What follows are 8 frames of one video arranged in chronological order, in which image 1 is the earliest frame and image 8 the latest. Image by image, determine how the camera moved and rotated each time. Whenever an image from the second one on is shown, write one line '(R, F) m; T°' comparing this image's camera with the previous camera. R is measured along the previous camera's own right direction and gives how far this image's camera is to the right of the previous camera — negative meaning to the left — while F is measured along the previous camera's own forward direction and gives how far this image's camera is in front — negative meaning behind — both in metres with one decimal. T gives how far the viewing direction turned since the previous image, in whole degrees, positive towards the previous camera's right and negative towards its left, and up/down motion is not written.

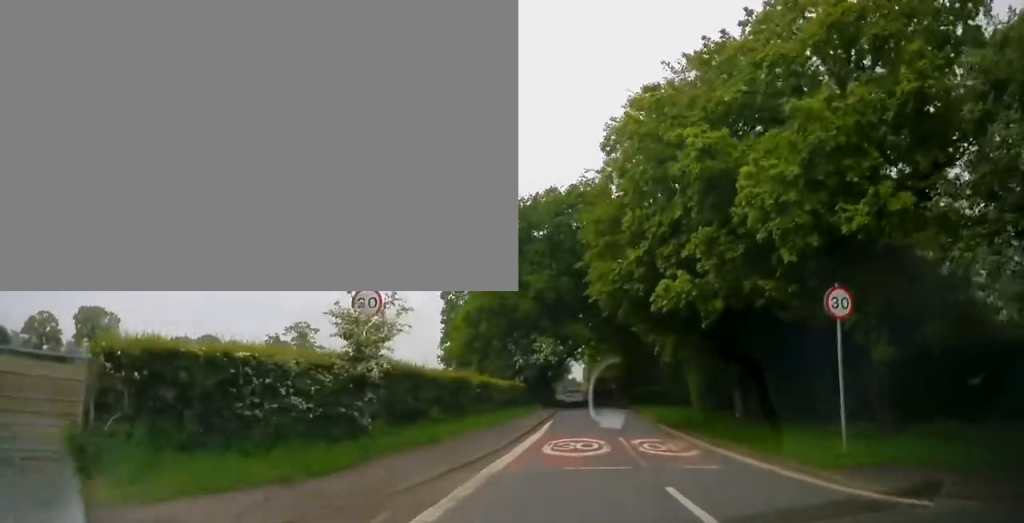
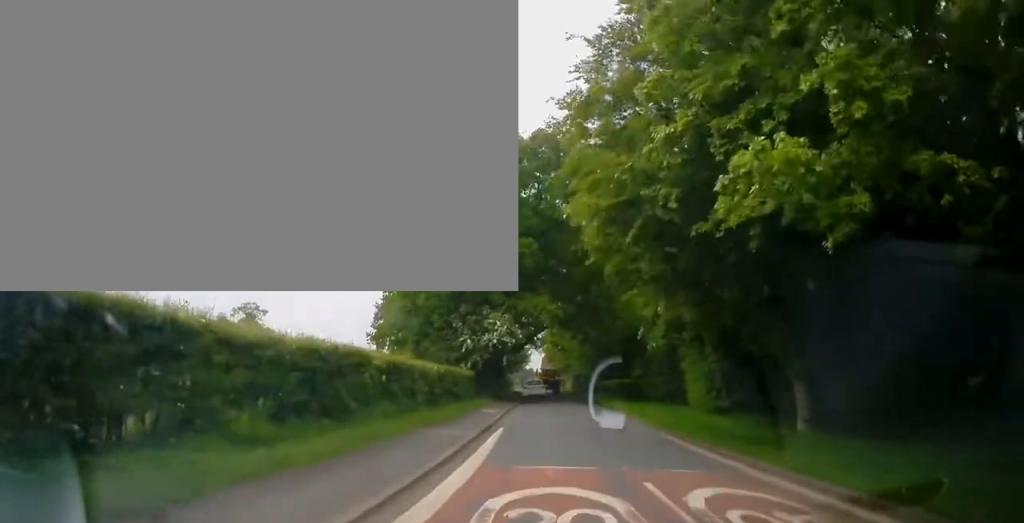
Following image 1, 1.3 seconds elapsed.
(+0.3, +8.7) m; +4°
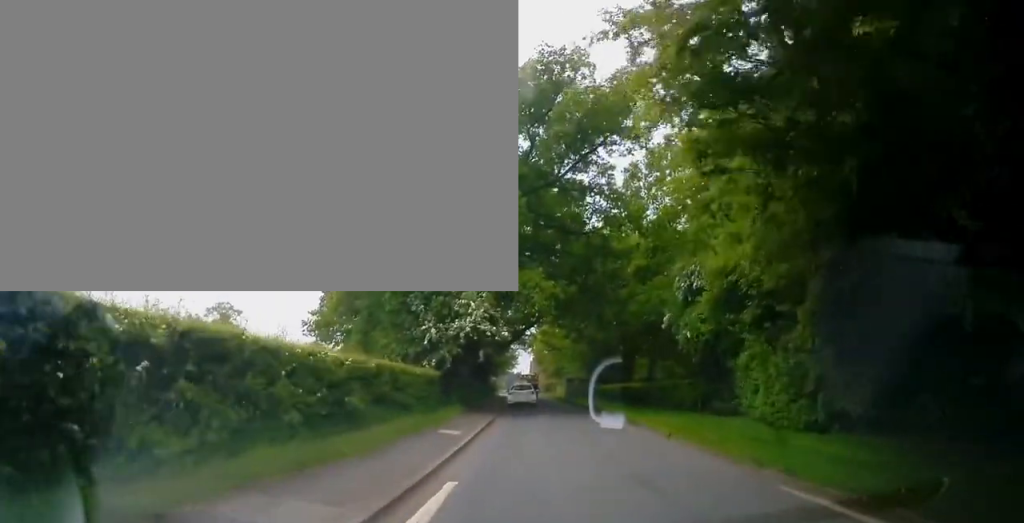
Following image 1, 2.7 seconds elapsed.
(+0.3, +9.0) m; +2°
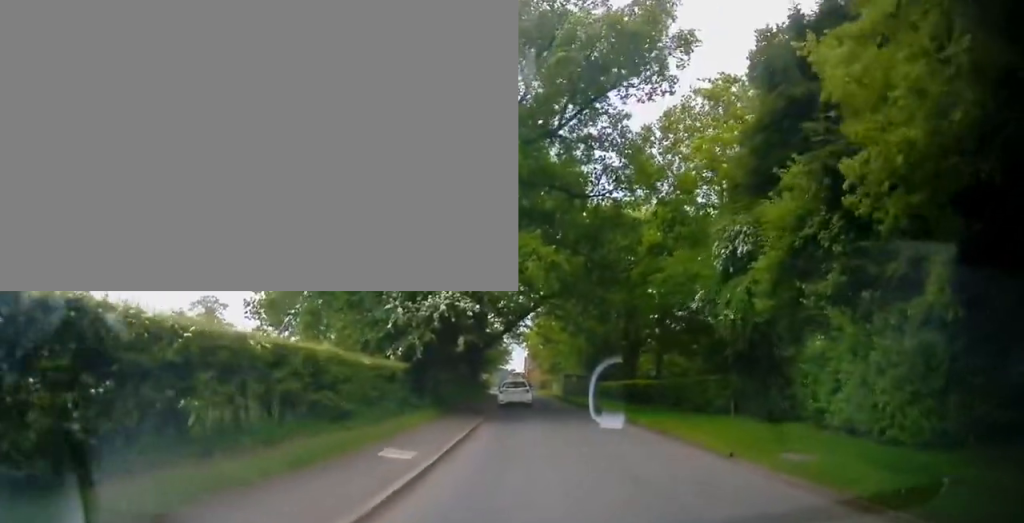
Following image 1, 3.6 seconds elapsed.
(-0.1, +5.9) m; -1°
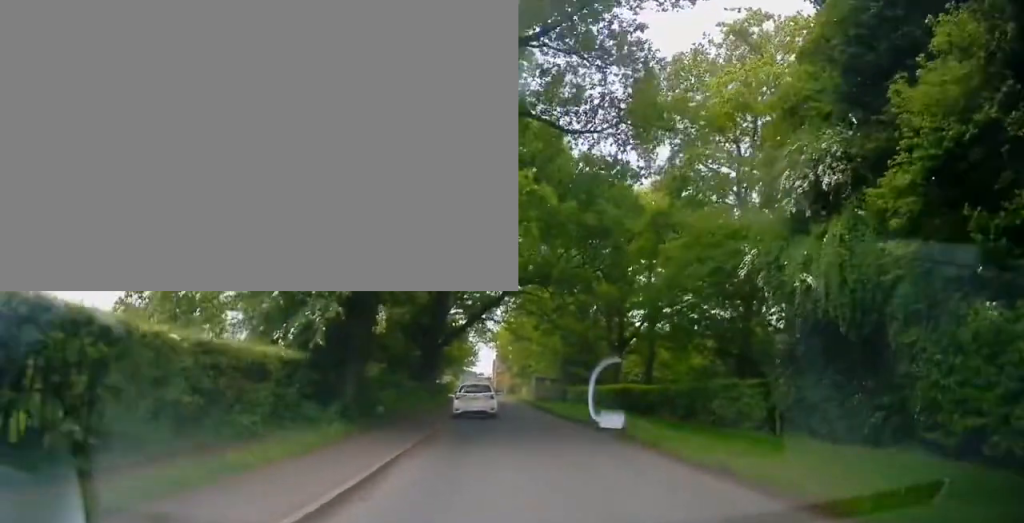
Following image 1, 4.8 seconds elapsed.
(-0.1, +6.9) m; +3°
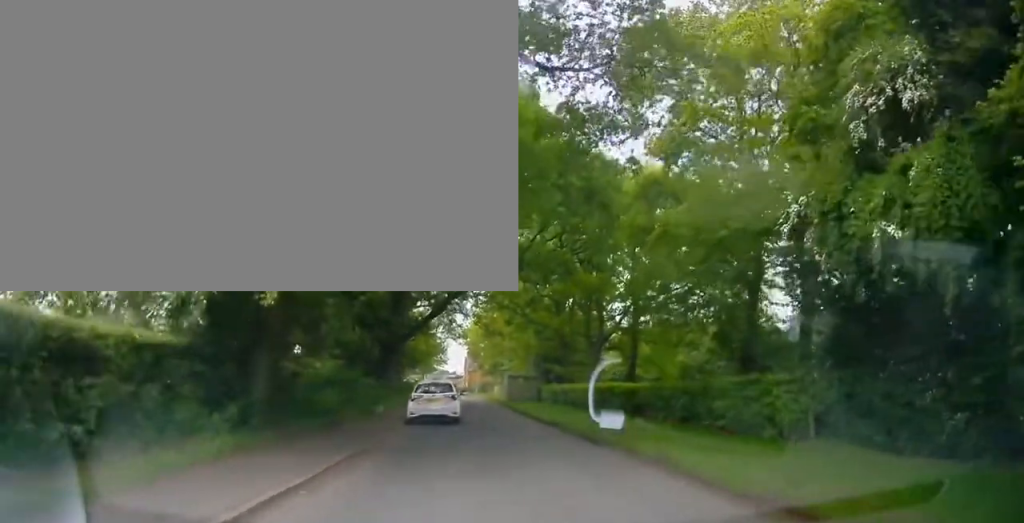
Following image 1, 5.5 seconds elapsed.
(+0.2, +3.9) m; +3°
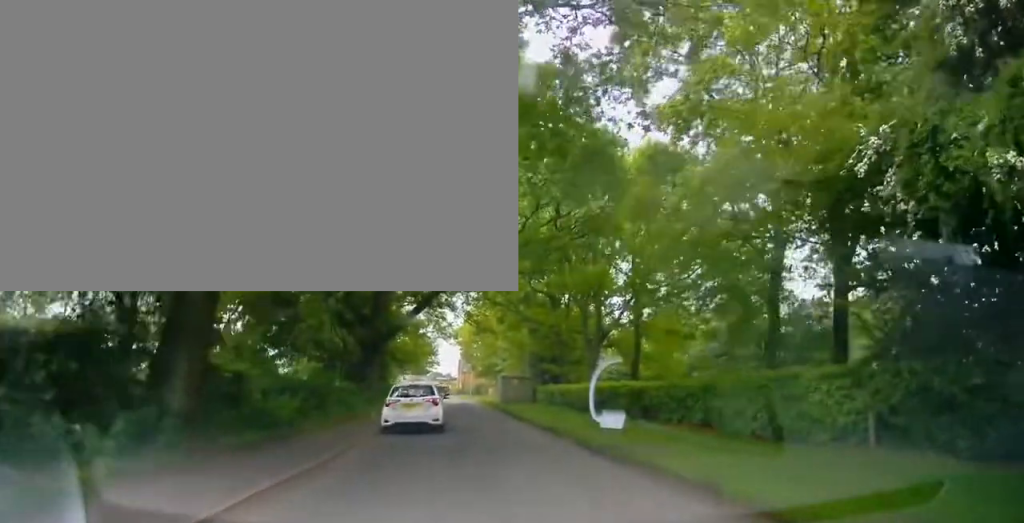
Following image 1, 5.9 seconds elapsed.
(+0.1, +2.6) m; +2°
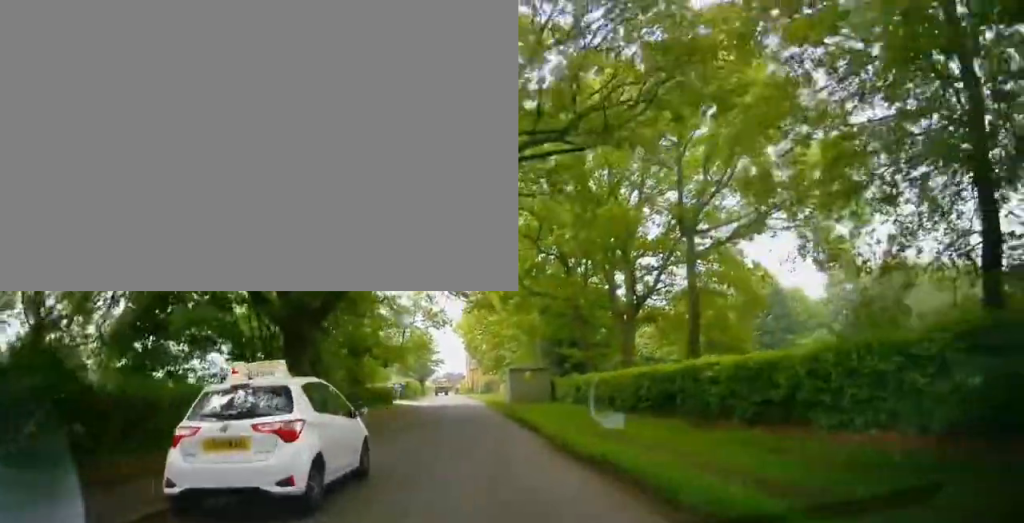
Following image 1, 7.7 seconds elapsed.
(-0.3, +10.5) m; -1°
